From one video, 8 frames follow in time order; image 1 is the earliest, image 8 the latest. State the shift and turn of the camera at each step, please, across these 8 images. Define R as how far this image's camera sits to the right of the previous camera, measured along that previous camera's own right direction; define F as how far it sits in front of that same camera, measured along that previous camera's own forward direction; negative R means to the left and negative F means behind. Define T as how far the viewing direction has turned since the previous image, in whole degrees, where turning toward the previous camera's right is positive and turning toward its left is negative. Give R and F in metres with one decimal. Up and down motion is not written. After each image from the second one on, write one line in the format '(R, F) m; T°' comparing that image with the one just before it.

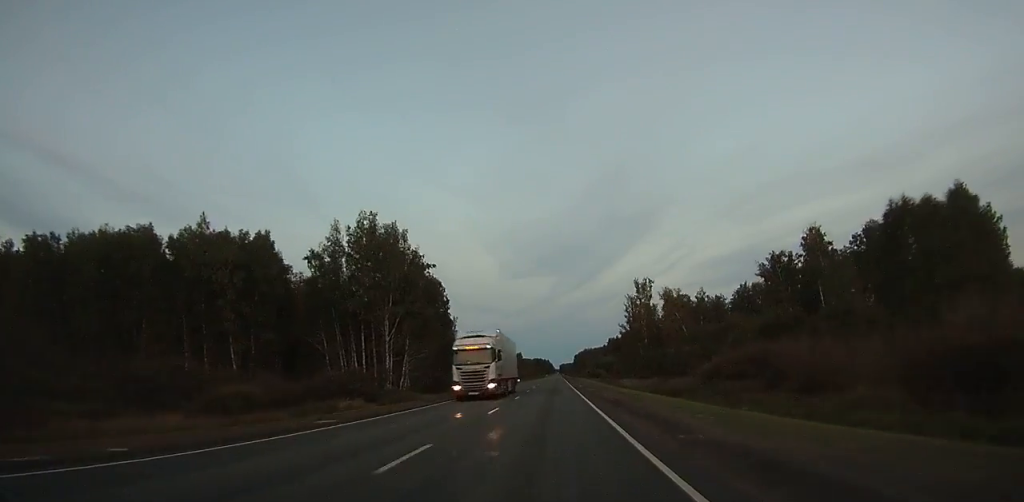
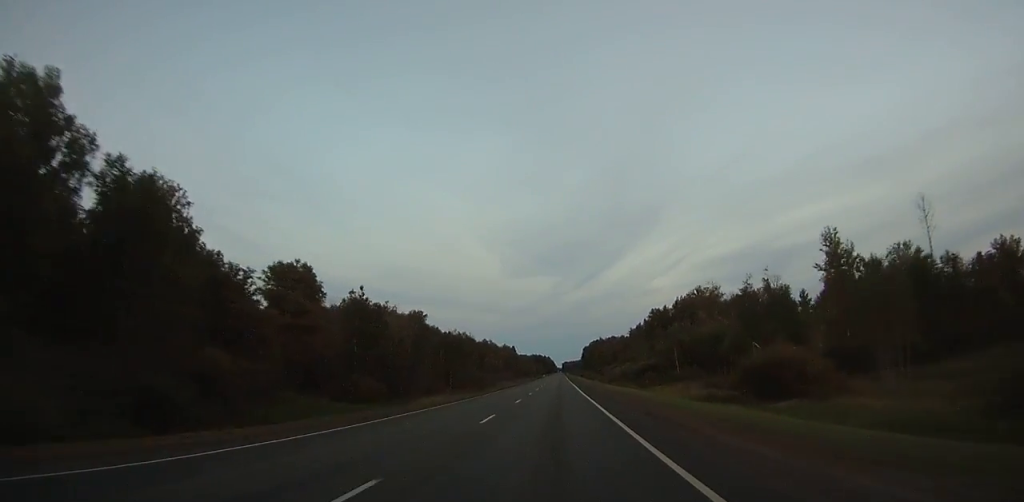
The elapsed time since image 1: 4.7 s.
(-0.4, +133.4) m; 0°
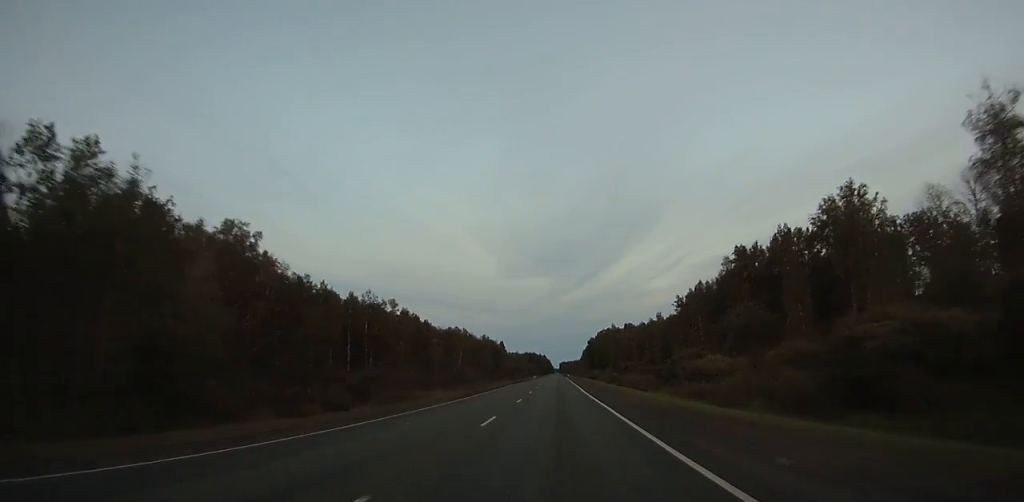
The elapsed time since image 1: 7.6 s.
(+0.4, +83.9) m; 0°
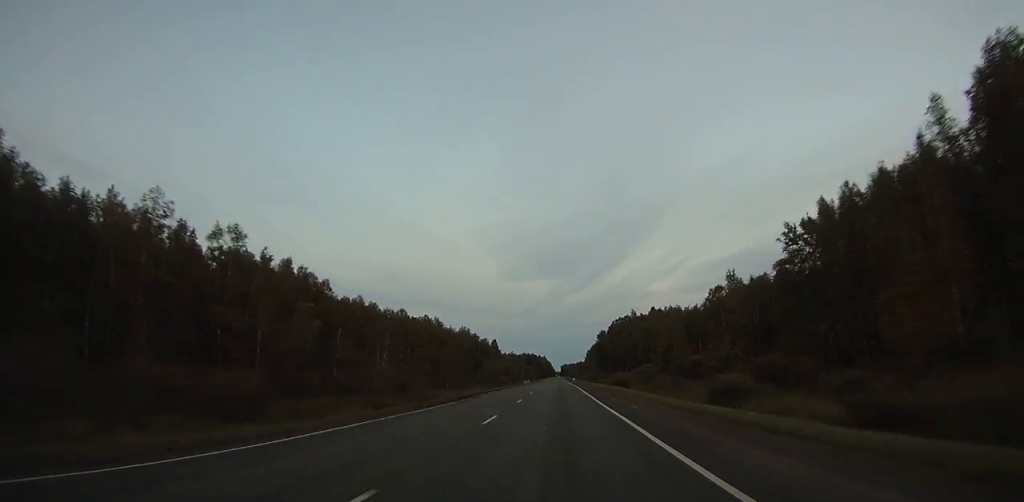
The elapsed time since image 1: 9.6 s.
(+0.2, +58.3) m; 0°
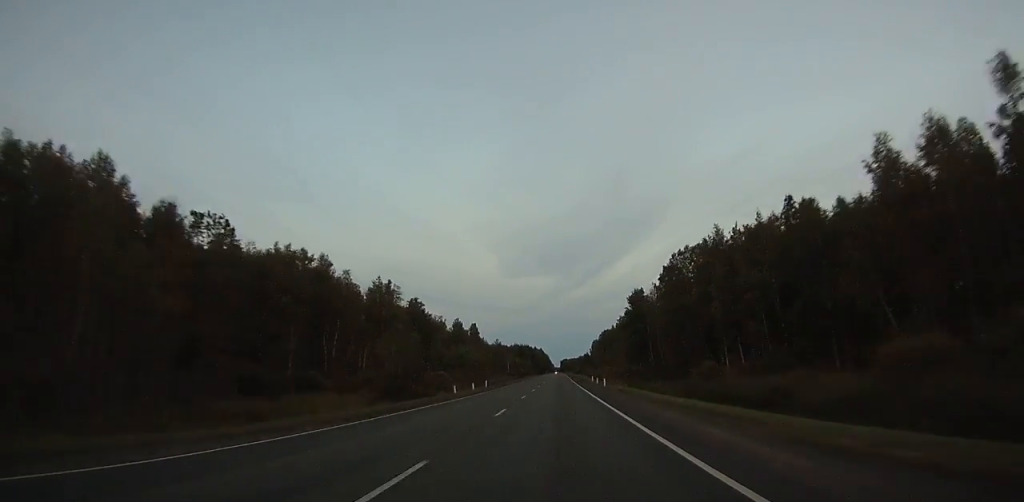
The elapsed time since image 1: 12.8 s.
(+0.2, +92.9) m; 0°
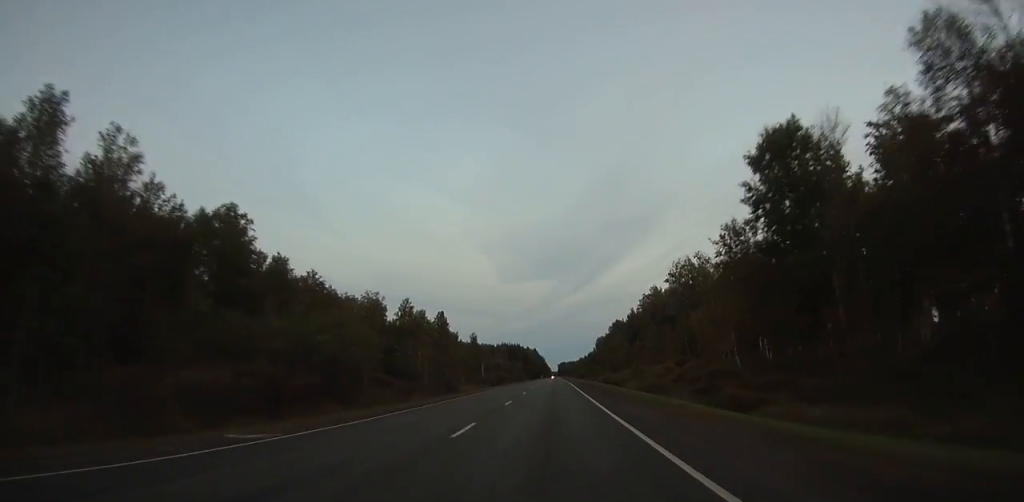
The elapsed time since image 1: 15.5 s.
(+0.2, +77.8) m; 0°
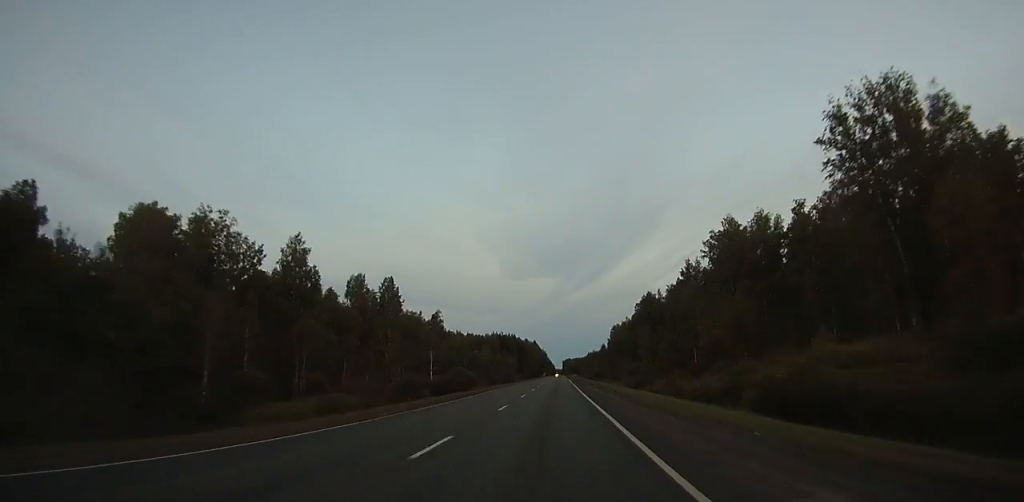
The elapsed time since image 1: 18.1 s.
(0.0, +74.2) m; 0°
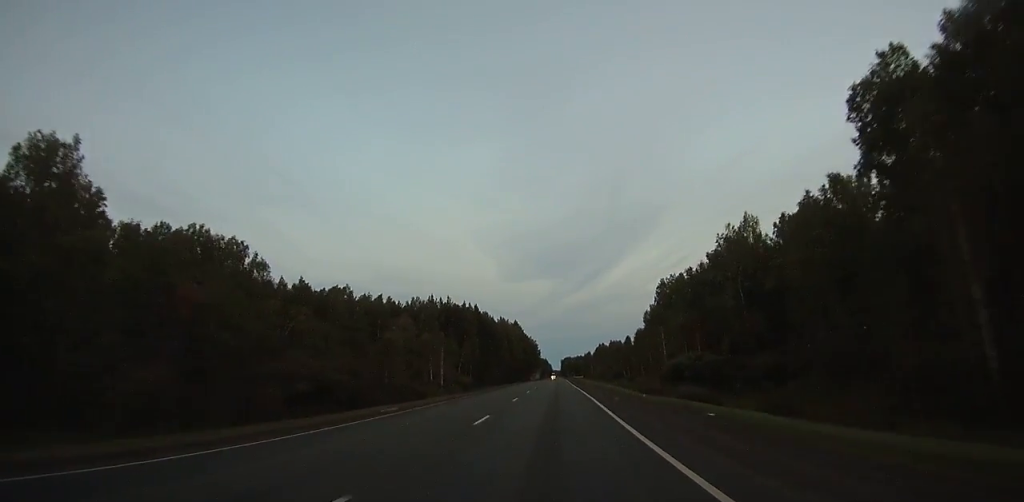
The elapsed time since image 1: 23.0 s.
(-0.6, +137.6) m; 0°
